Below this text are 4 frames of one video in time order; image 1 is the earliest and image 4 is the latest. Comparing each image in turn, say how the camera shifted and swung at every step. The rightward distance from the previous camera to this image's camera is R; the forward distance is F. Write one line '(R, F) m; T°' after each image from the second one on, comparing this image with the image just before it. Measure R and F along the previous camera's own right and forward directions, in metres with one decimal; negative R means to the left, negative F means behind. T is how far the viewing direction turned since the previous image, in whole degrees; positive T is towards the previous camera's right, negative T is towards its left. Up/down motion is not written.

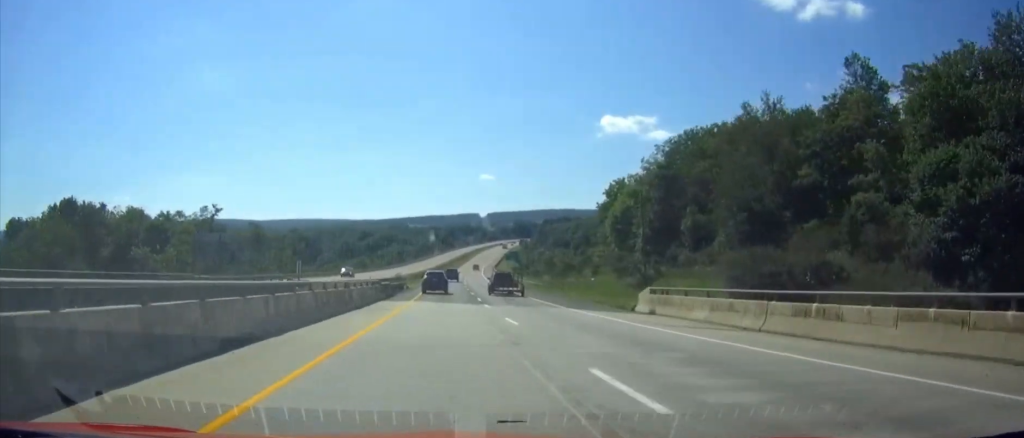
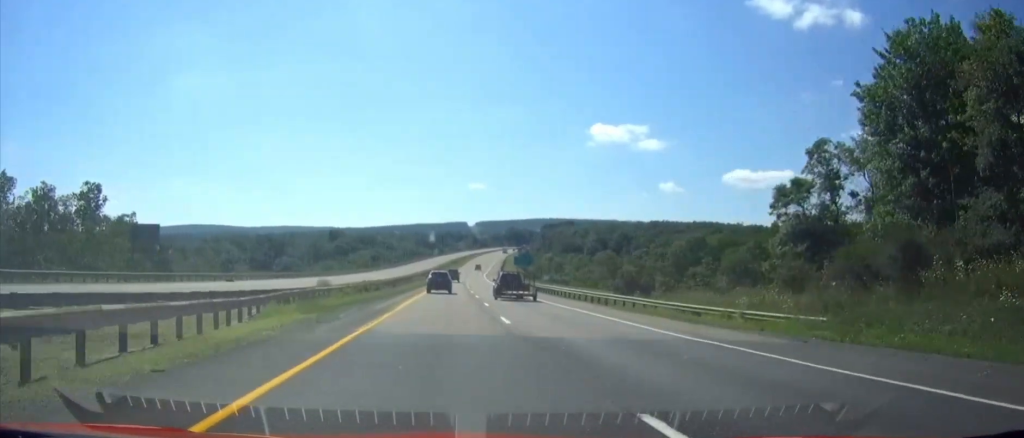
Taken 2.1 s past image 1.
(0.0, +67.8) m; 0°
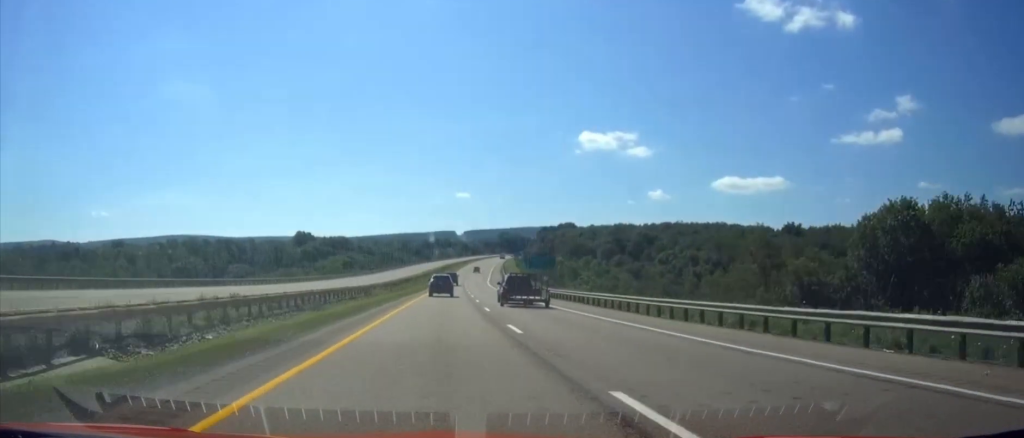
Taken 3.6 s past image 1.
(0.0, +49.6) m; 0°
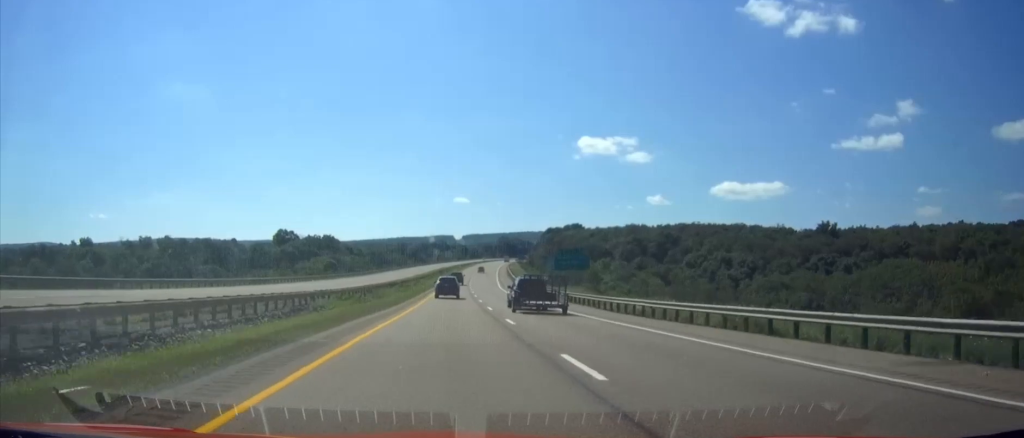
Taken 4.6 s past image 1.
(0.0, +30.3) m; 0°
